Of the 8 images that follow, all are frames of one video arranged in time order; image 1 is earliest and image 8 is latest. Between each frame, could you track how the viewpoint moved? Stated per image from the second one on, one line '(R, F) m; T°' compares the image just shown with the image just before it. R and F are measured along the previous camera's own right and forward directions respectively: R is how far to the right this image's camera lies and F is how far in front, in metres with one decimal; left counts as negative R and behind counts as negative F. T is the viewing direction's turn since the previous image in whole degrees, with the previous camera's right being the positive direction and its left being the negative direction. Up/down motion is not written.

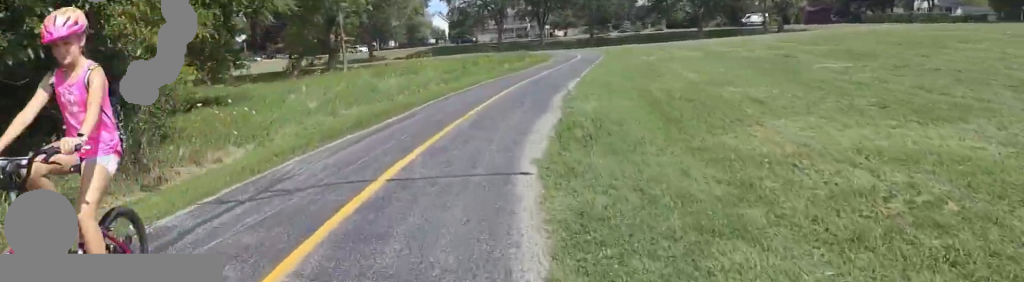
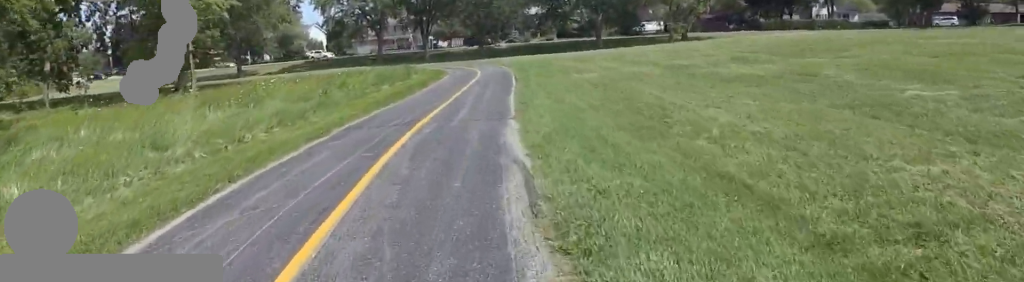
(0.0, +7.3) m; +10°
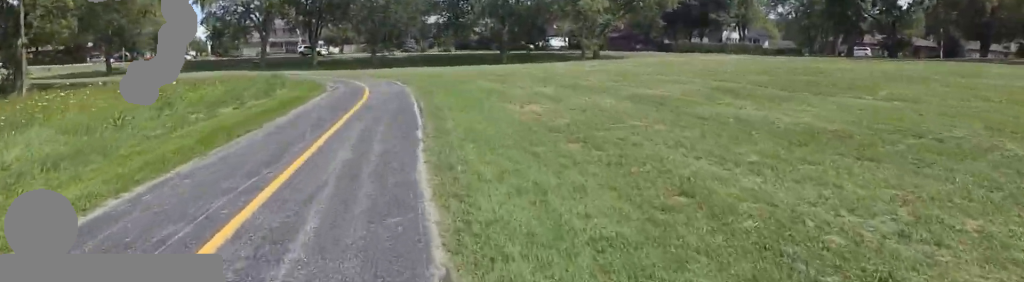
(+1.2, +6.0) m; +17°
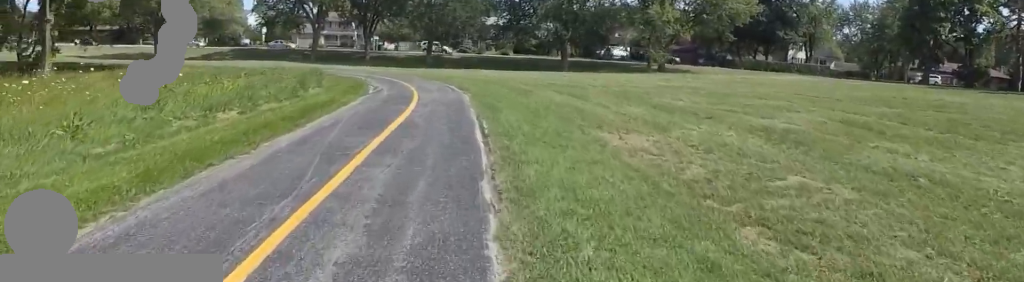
(+0.3, +3.3) m; 0°
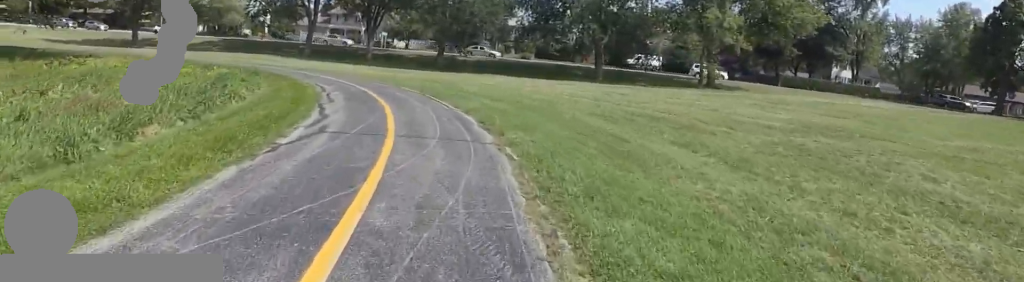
(-2.2, +9.1) m; -12°
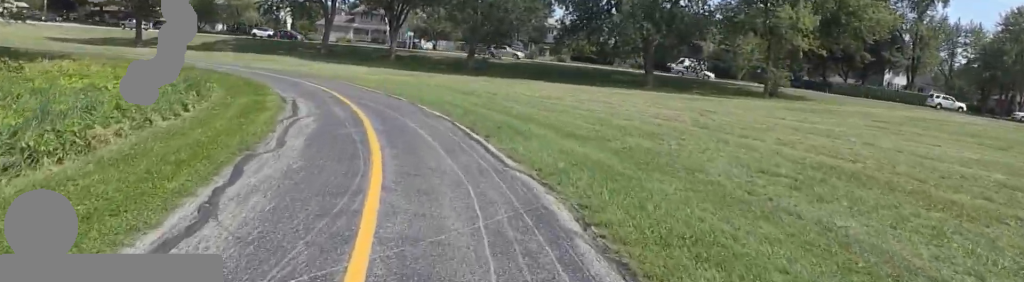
(+1.4, +6.3) m; 0°
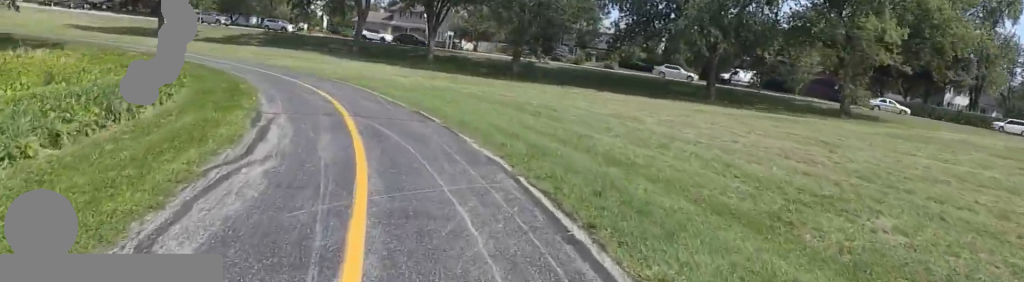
(-1.1, +4.6) m; -11°
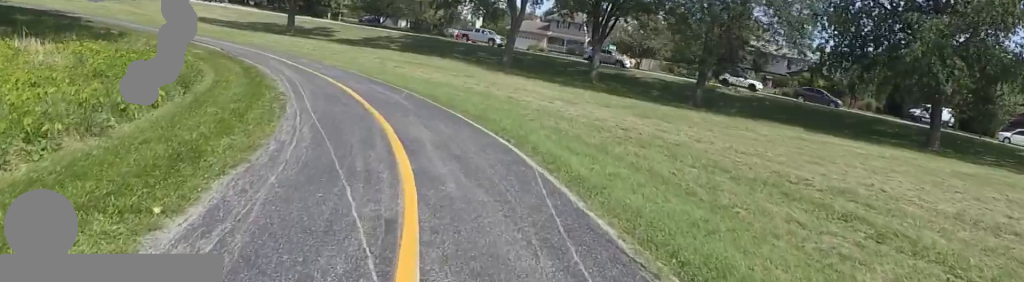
(-0.7, +8.7) m; -7°
